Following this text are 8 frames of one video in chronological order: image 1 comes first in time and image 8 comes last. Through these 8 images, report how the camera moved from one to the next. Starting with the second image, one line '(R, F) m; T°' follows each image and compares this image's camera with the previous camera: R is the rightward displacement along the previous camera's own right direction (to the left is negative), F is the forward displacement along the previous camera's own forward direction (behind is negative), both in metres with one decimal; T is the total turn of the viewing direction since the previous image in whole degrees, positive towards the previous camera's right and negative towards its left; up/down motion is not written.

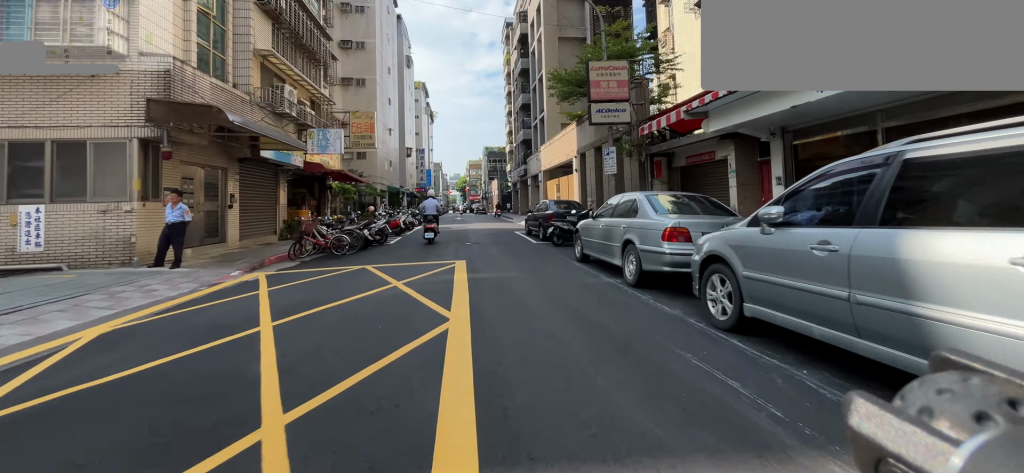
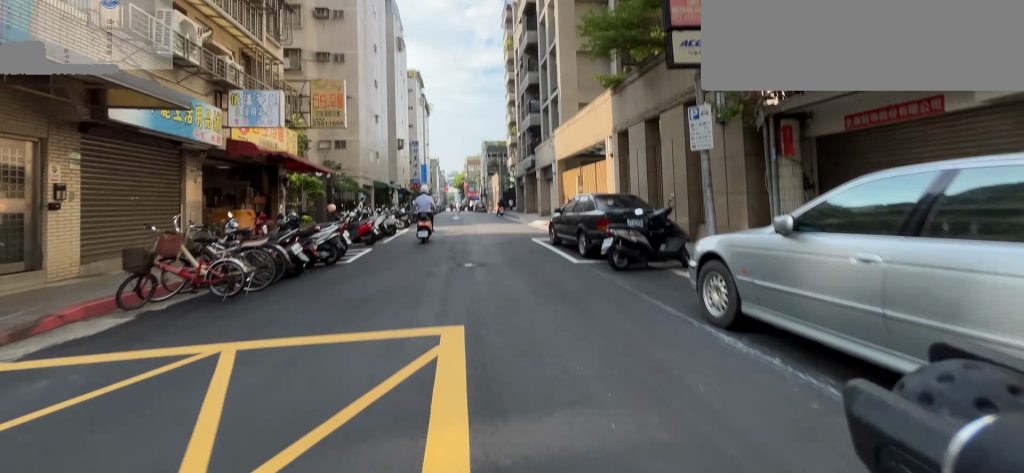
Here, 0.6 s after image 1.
(0.0, +5.0) m; +1°
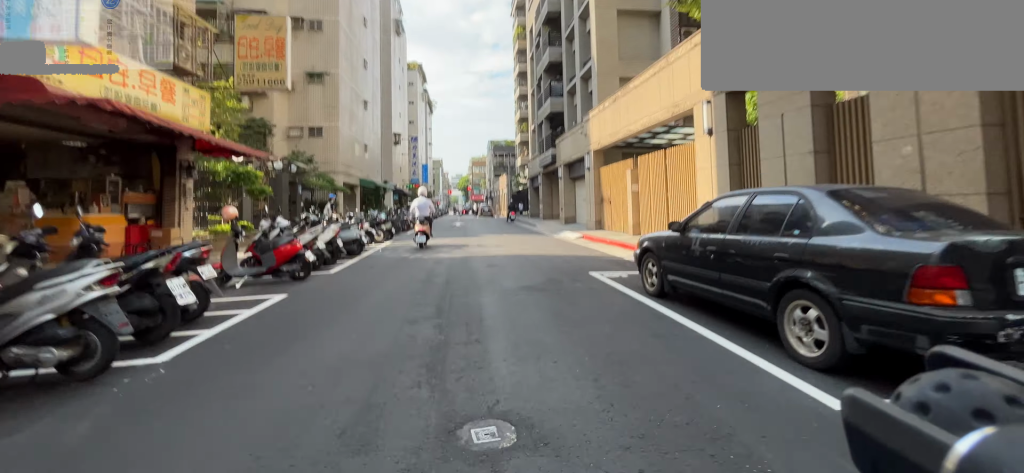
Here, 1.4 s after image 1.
(+0.2, +5.7) m; +2°
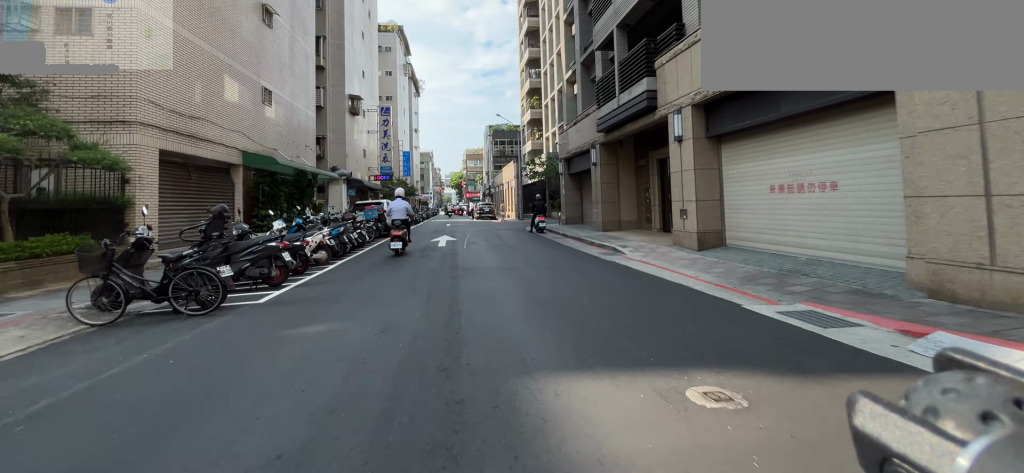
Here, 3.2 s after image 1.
(-0.3, +13.6) m; -3°
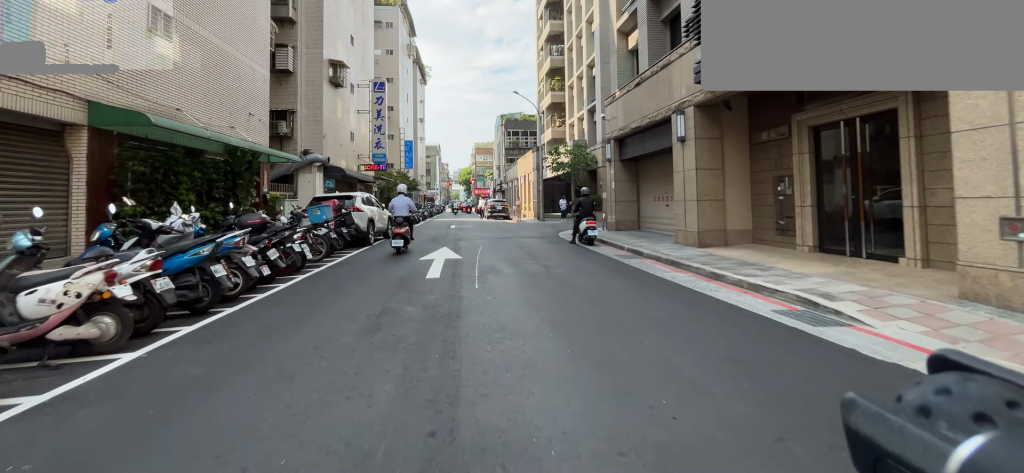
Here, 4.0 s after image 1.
(0.0, +6.0) m; -1°
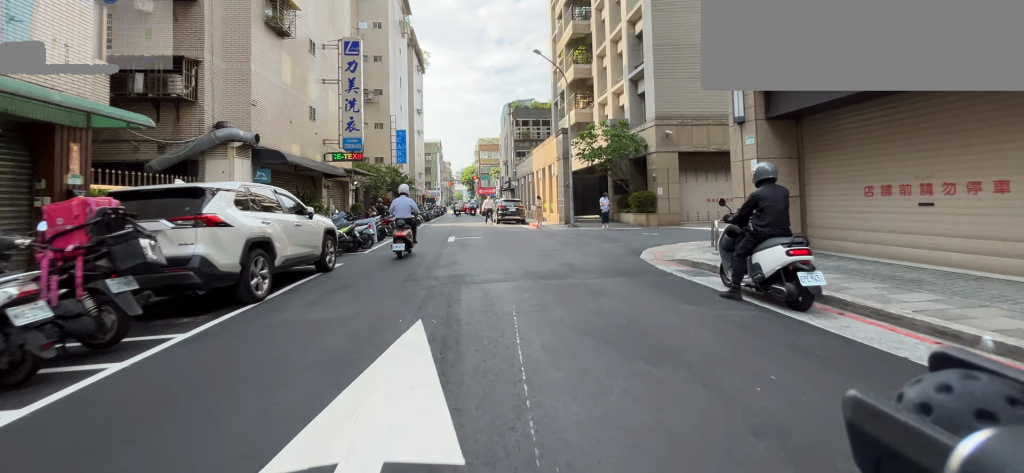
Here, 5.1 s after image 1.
(0.0, +7.3) m; -1°
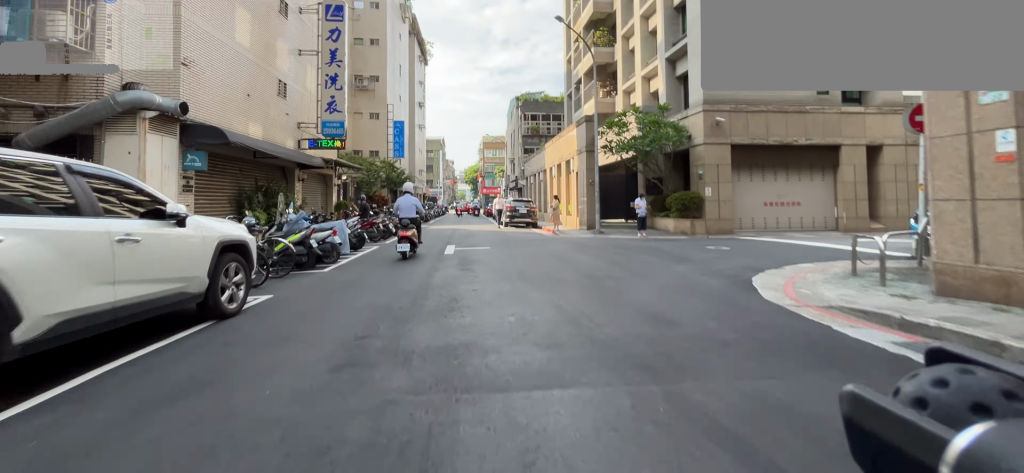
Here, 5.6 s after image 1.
(0.0, +3.5) m; 0°
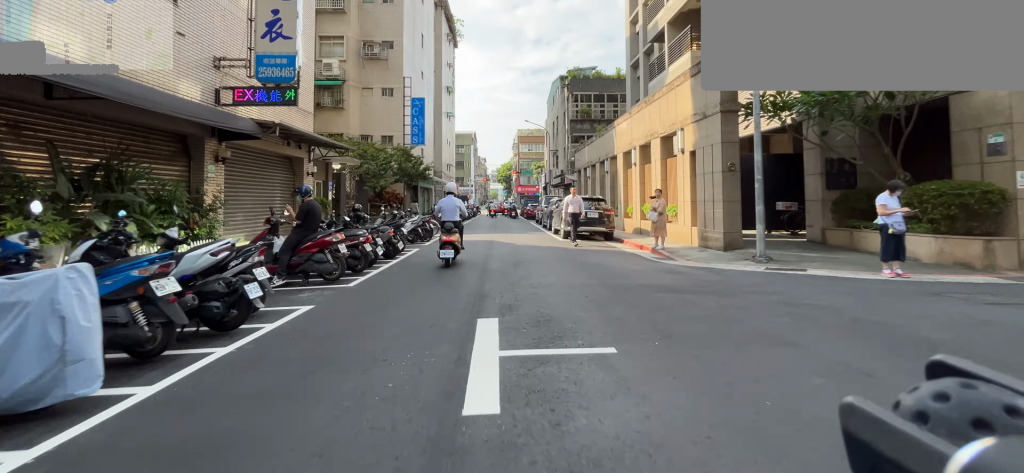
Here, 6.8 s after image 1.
(0.0, +8.0) m; 0°
